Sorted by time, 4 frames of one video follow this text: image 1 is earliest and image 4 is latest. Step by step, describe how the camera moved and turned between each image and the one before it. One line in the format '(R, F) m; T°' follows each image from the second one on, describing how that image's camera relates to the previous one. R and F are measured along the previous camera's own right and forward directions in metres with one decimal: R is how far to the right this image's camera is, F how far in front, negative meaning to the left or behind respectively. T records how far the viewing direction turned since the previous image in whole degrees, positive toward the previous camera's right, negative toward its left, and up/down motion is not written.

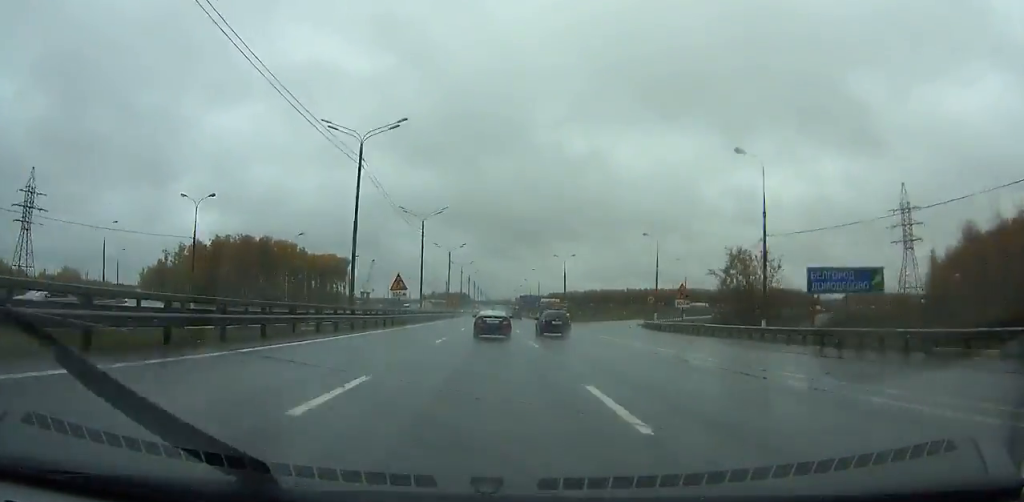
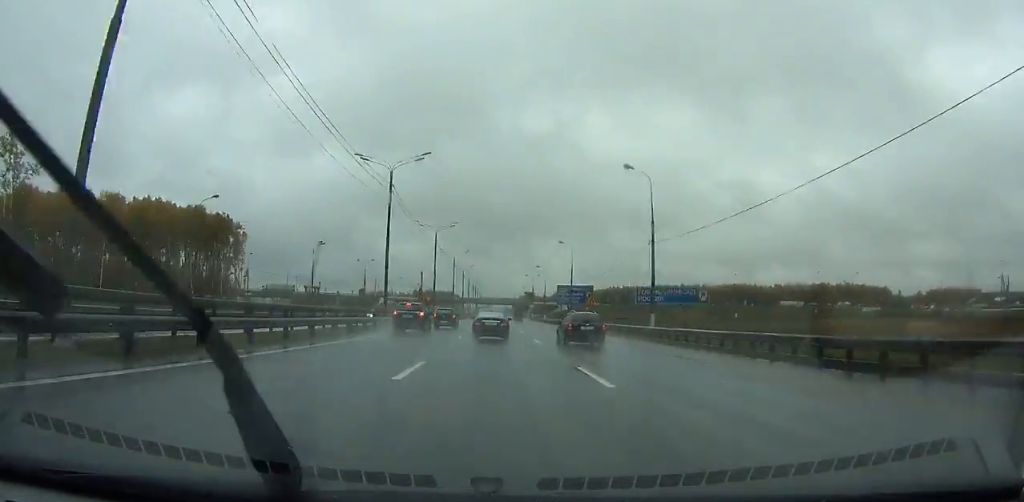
(-1.1, +140.1) m; 0°
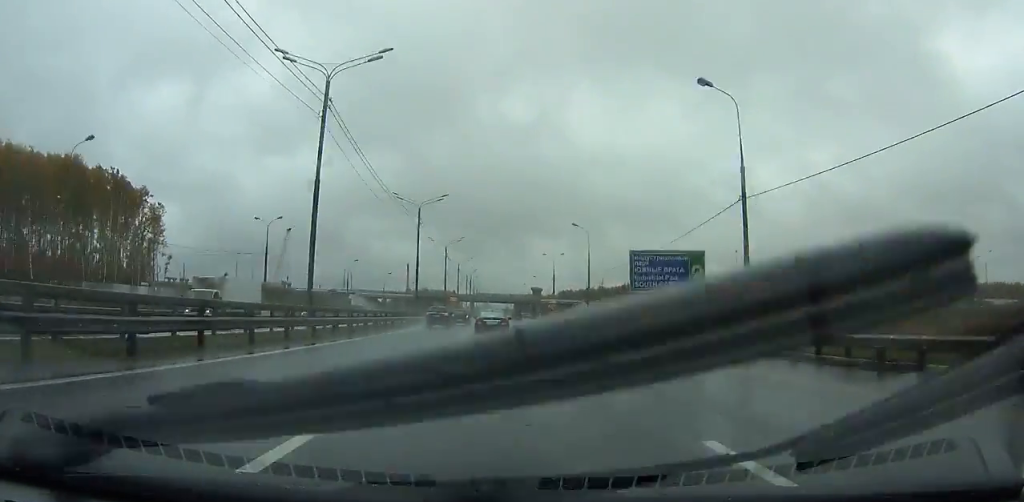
(+0.4, +55.2) m; +1°
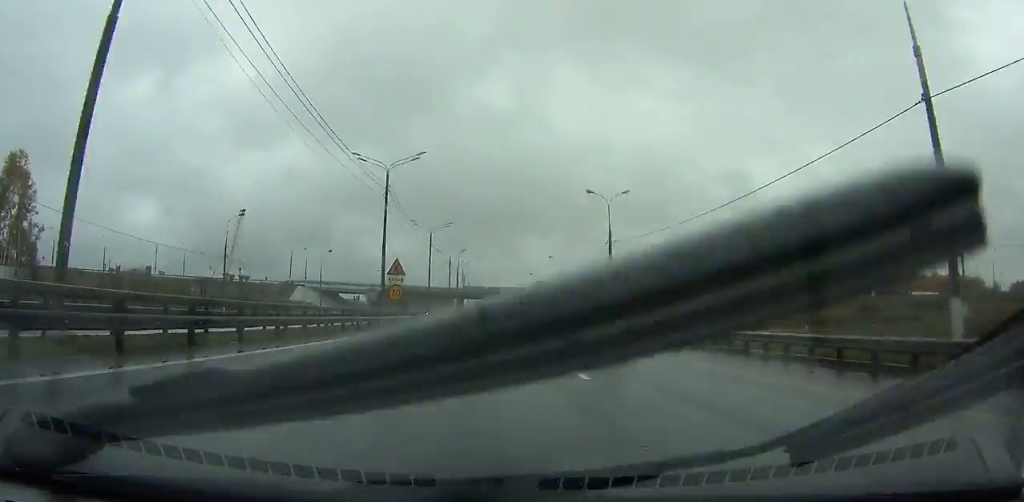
(+0.1, +51.2) m; 0°
